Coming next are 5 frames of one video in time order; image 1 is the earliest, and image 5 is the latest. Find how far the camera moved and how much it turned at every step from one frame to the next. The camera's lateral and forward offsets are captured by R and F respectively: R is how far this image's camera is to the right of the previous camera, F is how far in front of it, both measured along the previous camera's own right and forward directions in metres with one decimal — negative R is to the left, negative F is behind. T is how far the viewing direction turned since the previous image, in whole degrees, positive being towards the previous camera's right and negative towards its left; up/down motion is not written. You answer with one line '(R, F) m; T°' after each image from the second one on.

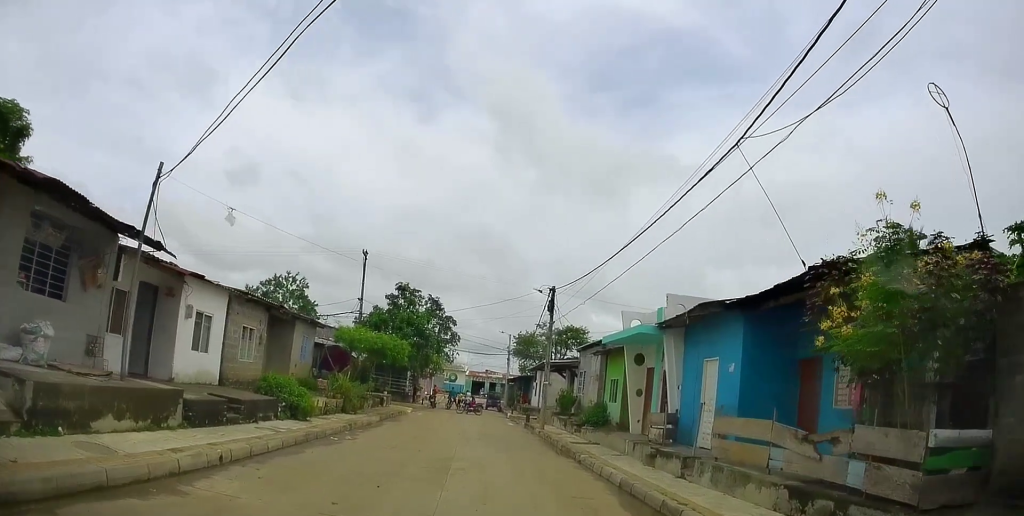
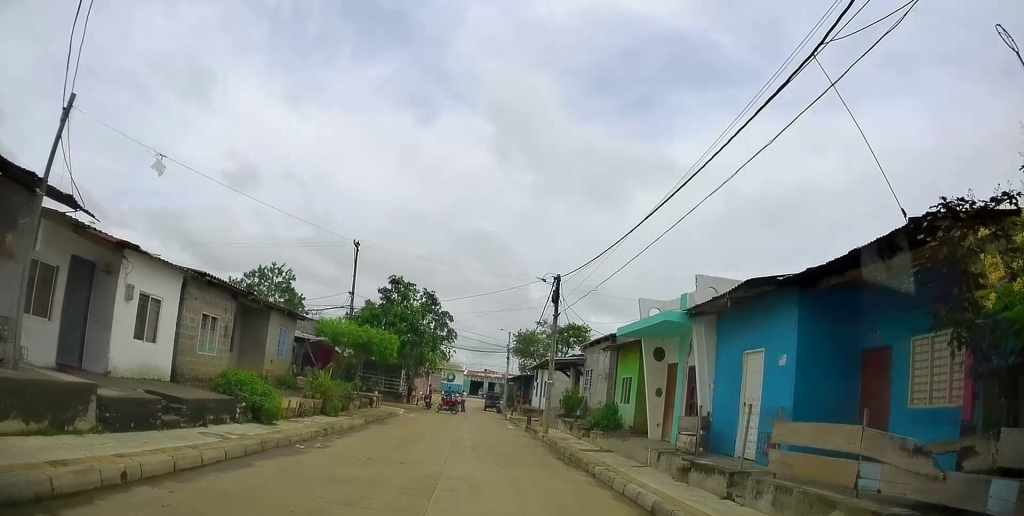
(0.0, +2.5) m; +1°
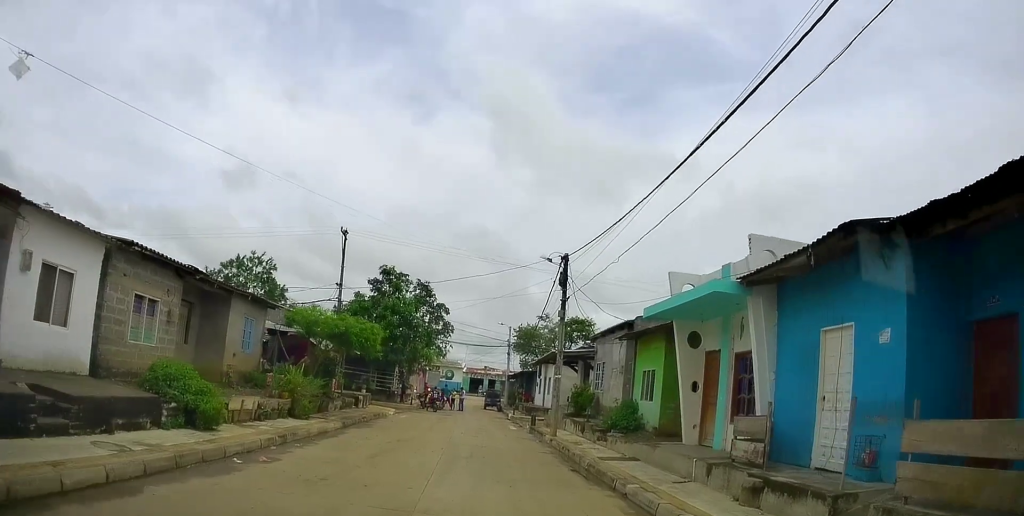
(+0.2, +2.8) m; +3°
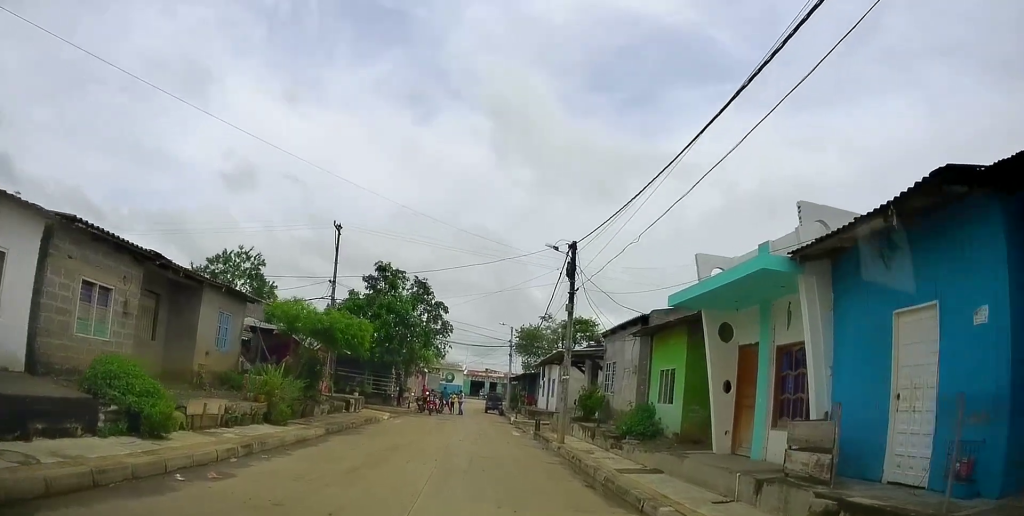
(0.0, +1.6) m; 0°
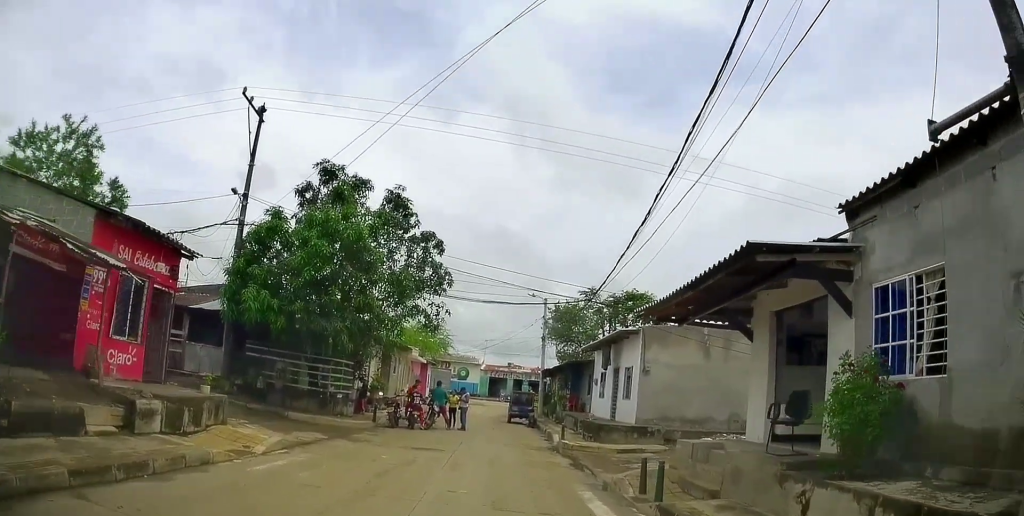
(0.0, +14.1) m; -4°
